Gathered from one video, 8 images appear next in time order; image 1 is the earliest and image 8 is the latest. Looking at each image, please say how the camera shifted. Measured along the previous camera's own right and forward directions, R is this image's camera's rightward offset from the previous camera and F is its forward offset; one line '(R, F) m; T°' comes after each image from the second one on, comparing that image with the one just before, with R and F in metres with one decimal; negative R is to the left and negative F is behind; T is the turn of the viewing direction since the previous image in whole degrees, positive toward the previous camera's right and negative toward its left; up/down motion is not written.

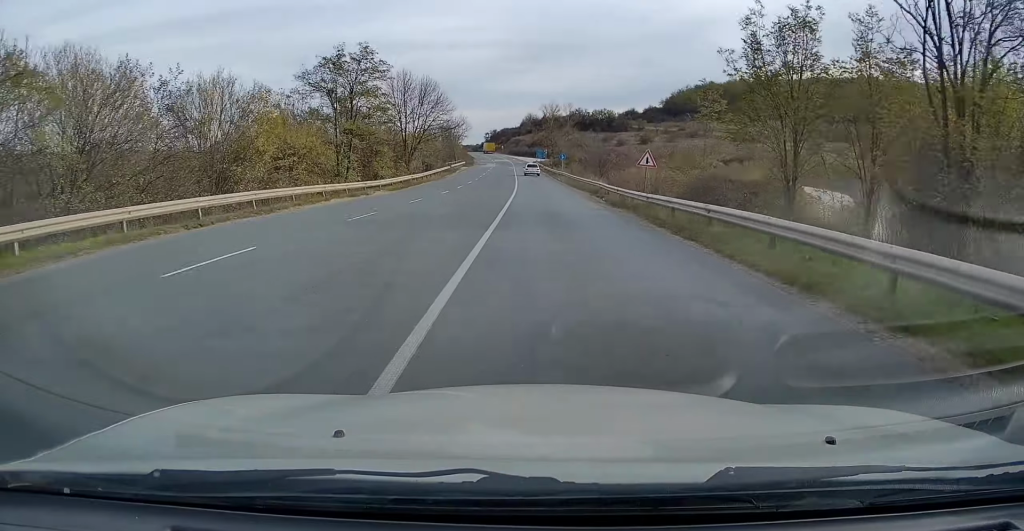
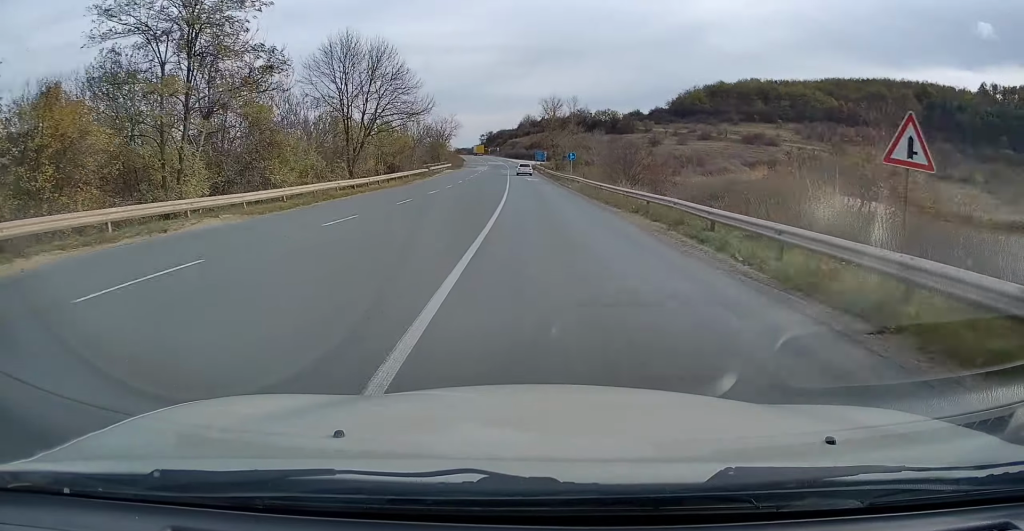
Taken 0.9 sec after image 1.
(+0.1, +19.3) m; 0°
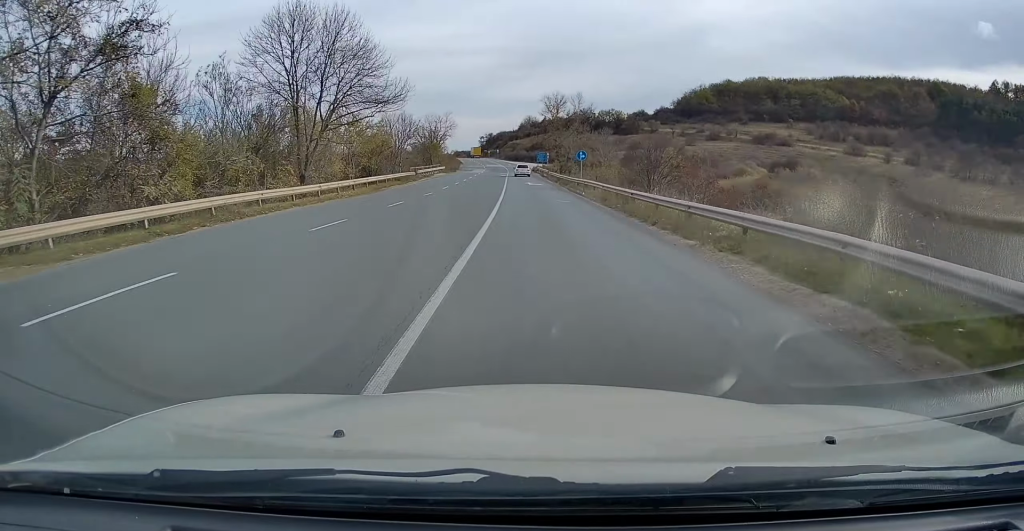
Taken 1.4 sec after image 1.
(0.0, +9.7) m; 0°
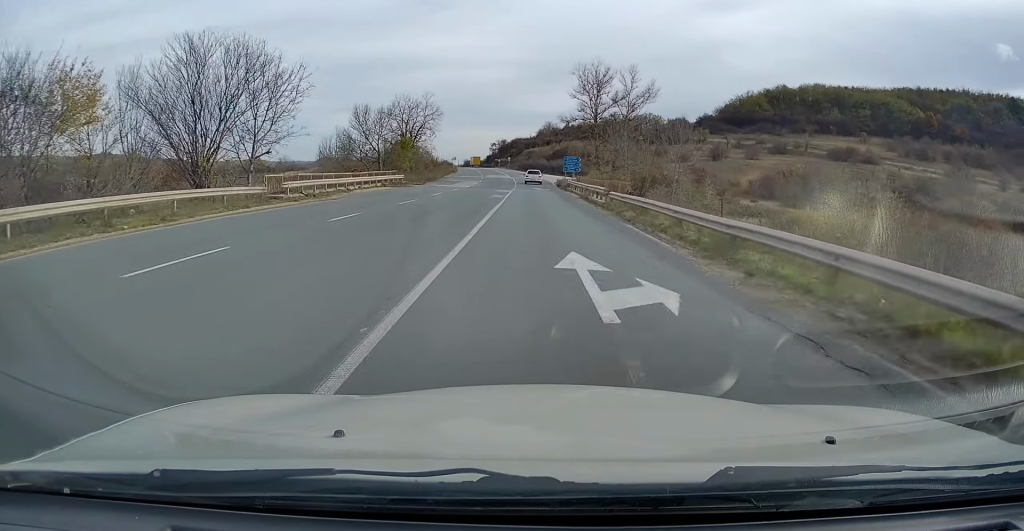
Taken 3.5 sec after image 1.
(-0.5, +42.3) m; -1°
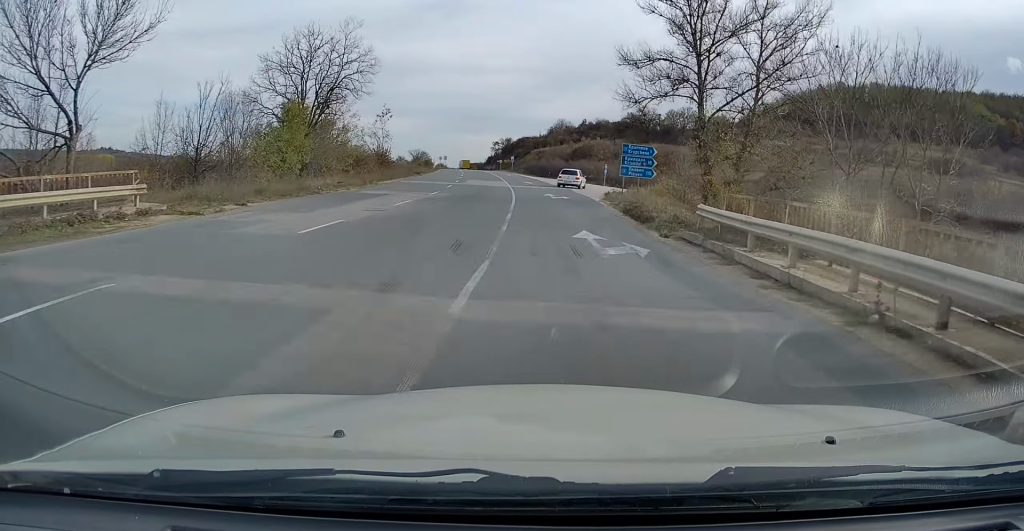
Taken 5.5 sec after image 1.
(-0.8, +39.7) m; -1°
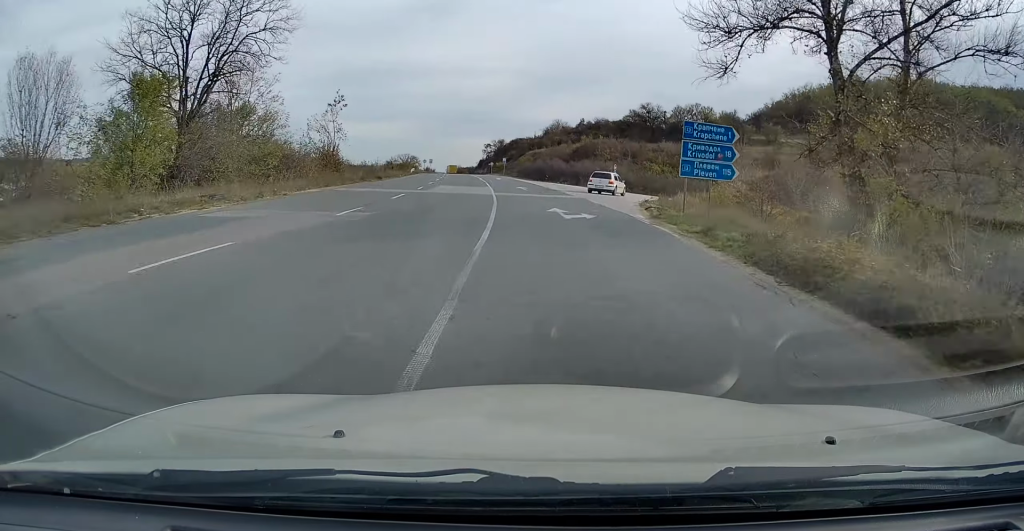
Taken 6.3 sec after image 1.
(+0.3, +14.5) m; -1°
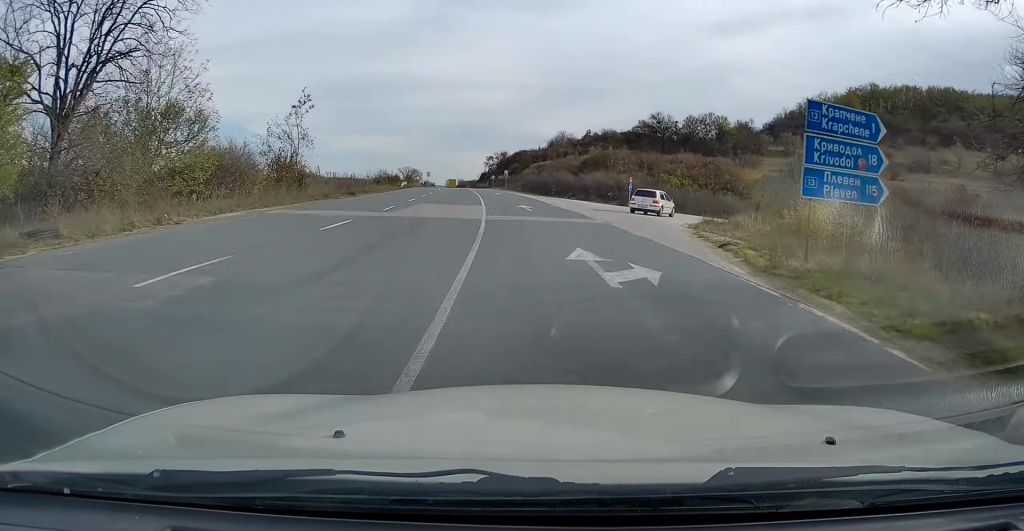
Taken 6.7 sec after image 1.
(-0.1, +8.7) m; -1°
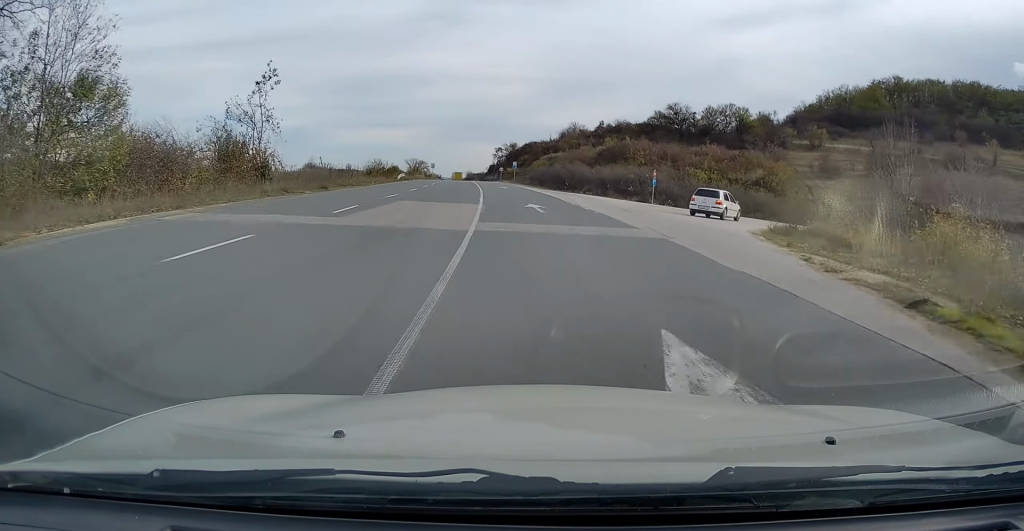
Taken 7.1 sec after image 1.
(-0.2, +7.4) m; -1°
